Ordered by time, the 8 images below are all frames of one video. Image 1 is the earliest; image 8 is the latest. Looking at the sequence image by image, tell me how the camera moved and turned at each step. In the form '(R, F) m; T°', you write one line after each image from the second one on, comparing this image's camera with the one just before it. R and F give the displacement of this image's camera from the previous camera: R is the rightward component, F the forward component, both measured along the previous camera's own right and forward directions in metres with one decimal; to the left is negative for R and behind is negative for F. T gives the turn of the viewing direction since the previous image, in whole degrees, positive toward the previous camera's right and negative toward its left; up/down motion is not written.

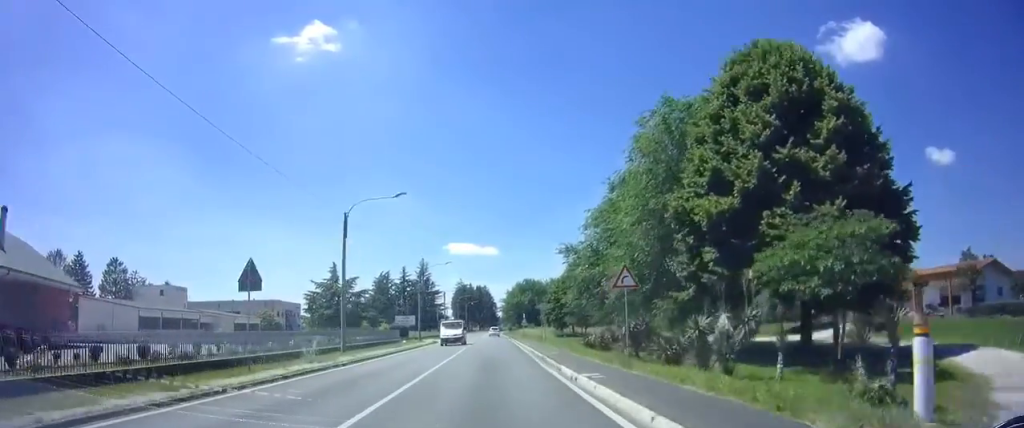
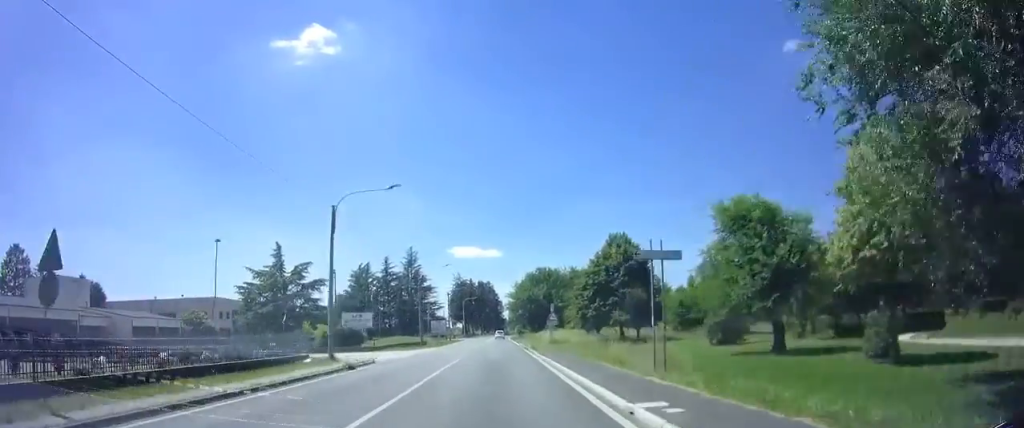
(0.0, +30.1) m; +2°
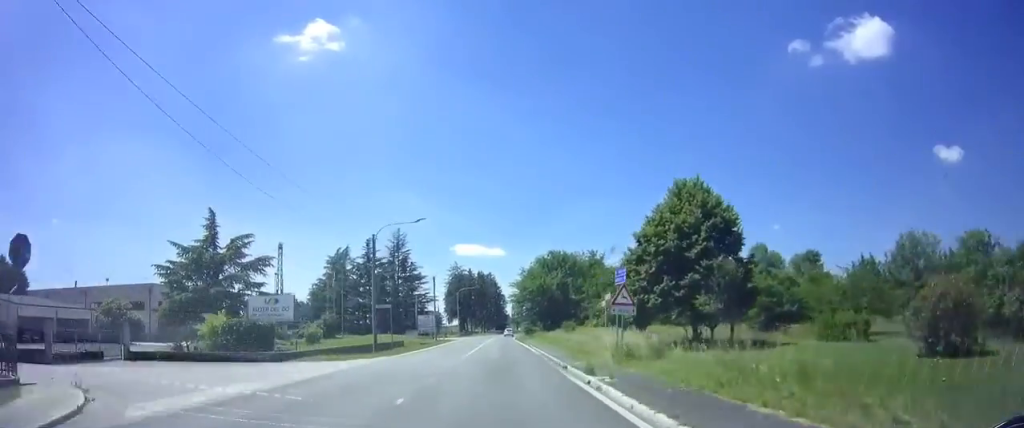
(+0.4, +19.9) m; 0°
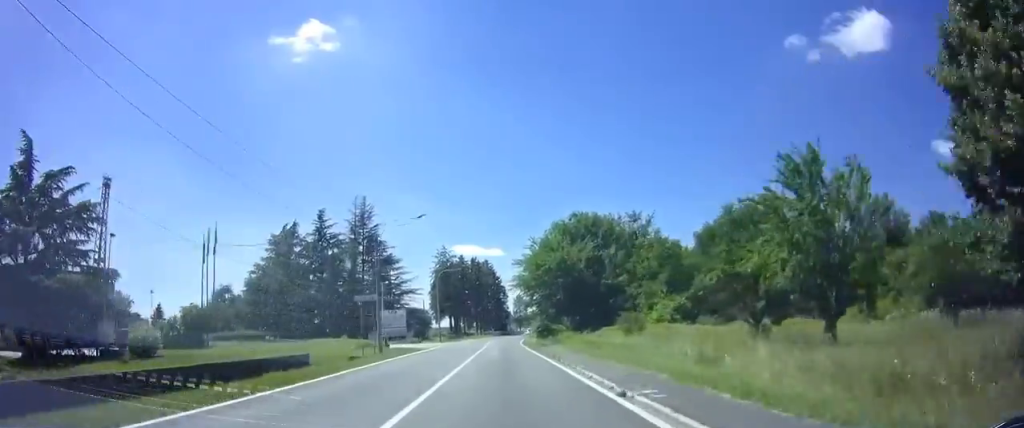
(-0.6, +27.8) m; -1°
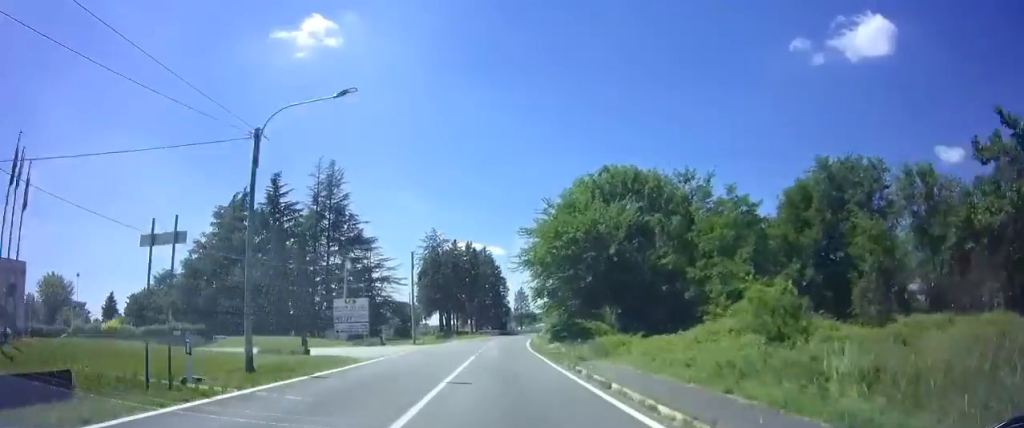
(0.0, +17.6) m; +1°
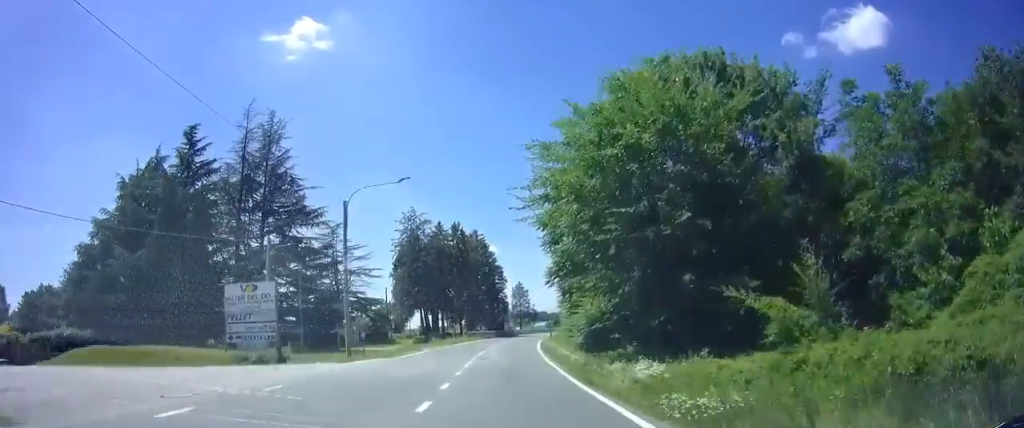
(+0.2, +17.6) m; +2°
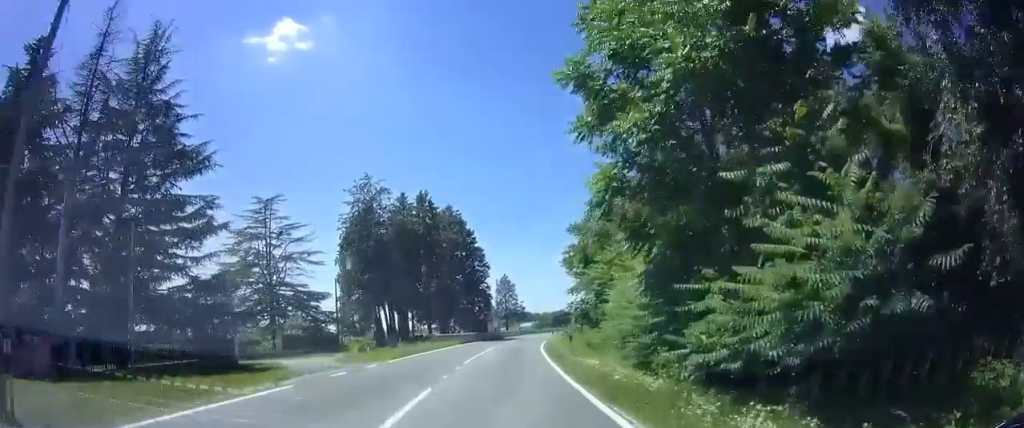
(+0.4, +18.2) m; +2°
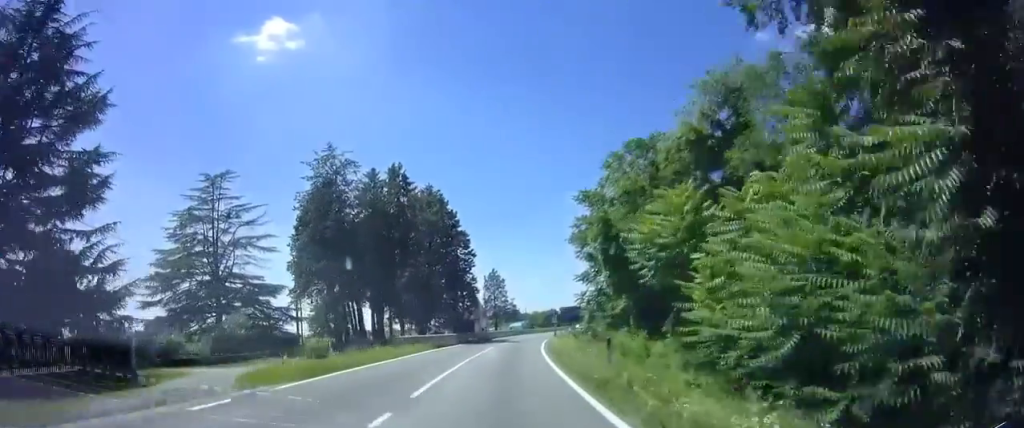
(+0.1, +9.7) m; +1°
